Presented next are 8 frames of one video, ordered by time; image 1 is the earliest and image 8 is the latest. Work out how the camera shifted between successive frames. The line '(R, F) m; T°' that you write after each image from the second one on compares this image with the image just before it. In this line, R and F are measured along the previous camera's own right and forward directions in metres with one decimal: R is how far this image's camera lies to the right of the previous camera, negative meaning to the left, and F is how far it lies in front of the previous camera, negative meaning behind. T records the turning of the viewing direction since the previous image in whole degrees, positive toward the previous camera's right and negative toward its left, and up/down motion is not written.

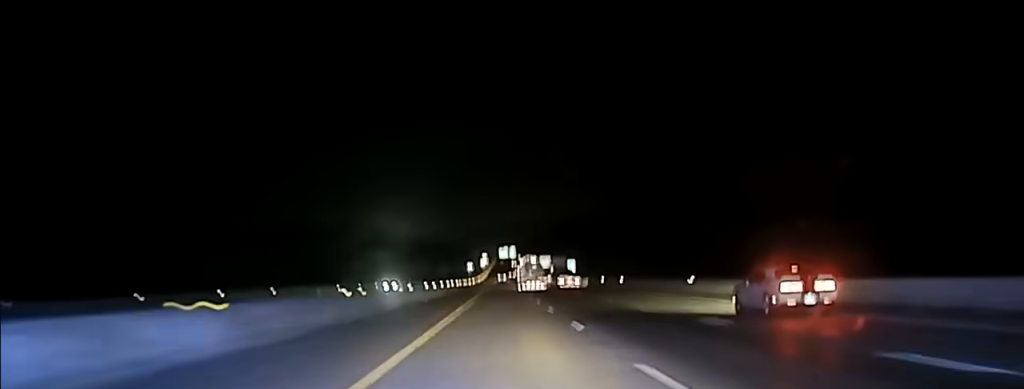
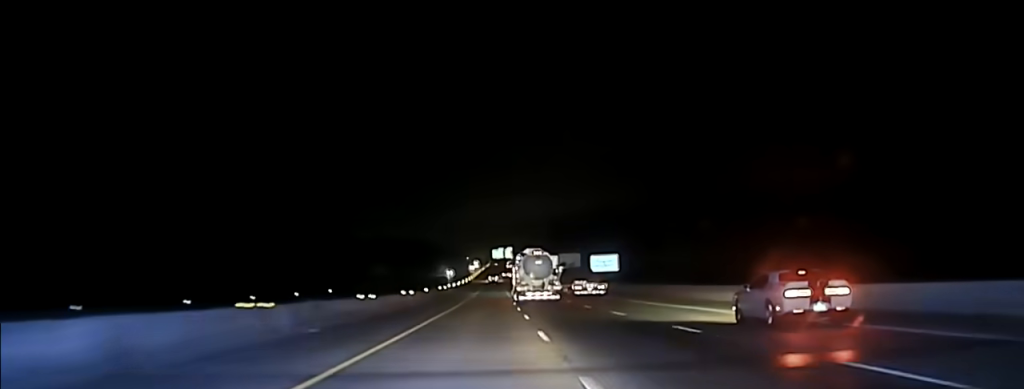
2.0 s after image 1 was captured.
(+0.3, +98.4) m; 0°
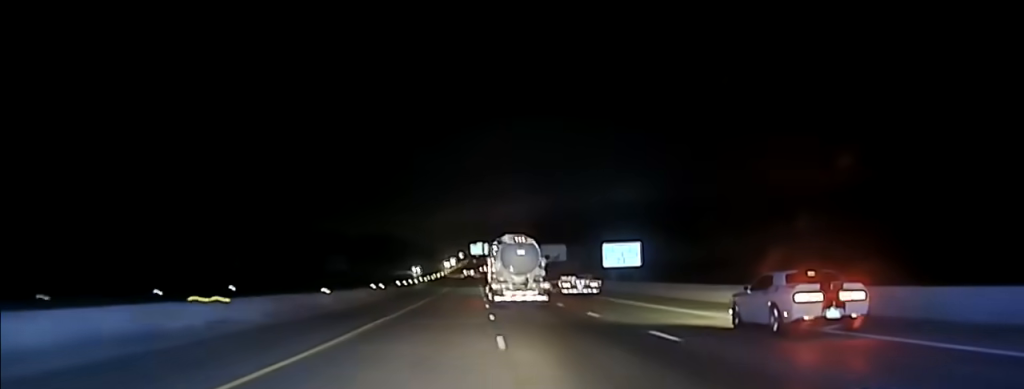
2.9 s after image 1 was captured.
(0.0, +39.3) m; +1°
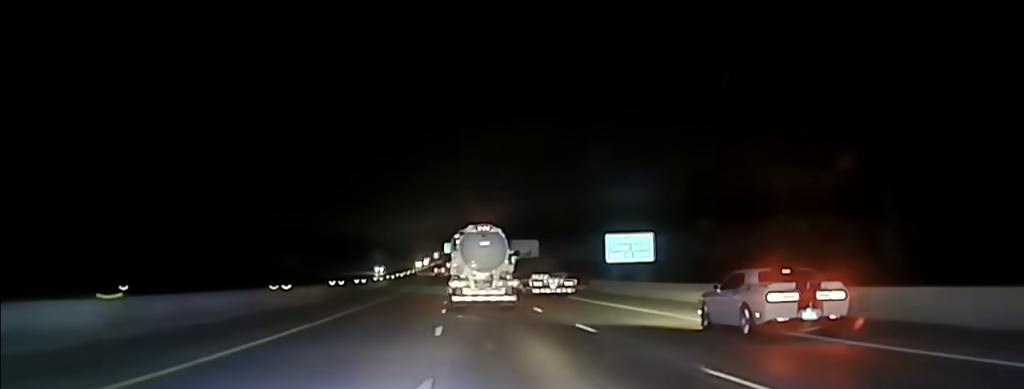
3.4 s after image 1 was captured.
(+0.6, +20.5) m; +1°
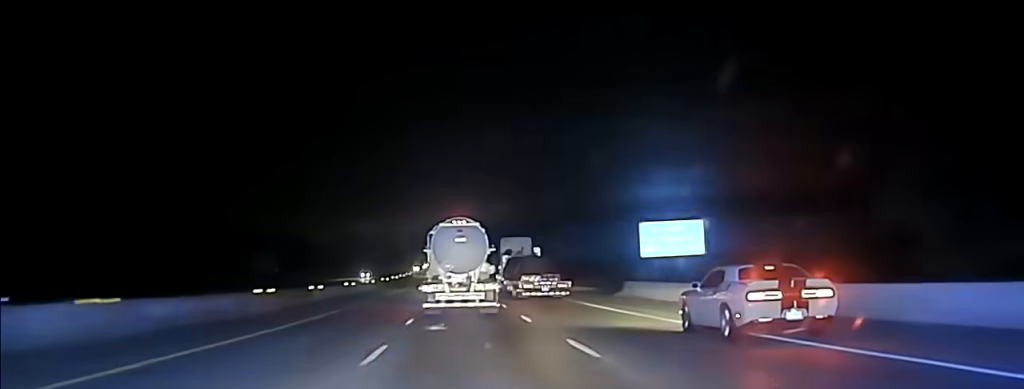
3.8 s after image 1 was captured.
(+0.2, +19.0) m; +1°
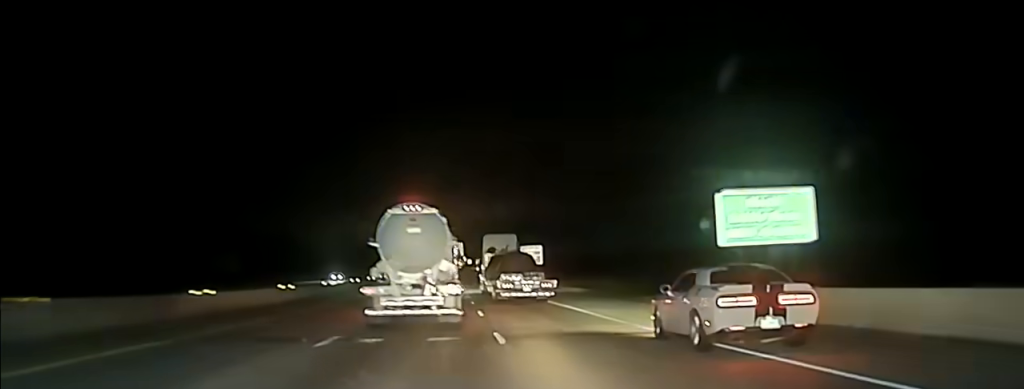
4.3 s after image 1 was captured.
(-0.1, +21.5) m; 0°
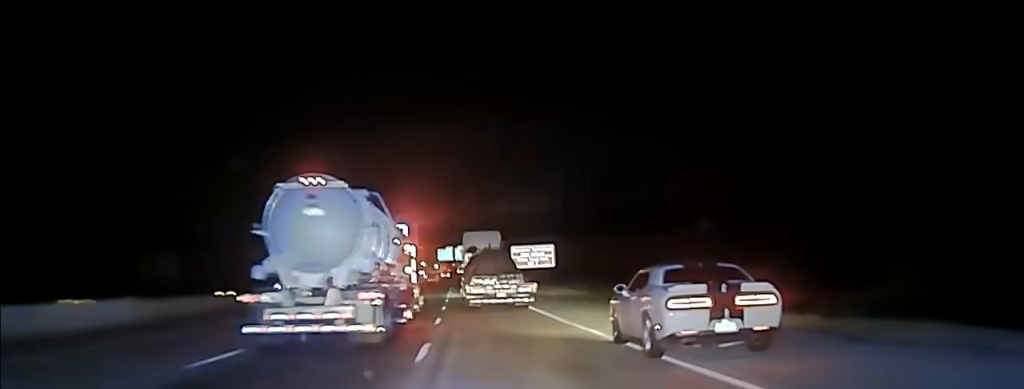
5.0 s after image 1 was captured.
(-0.1, +26.8) m; 0°
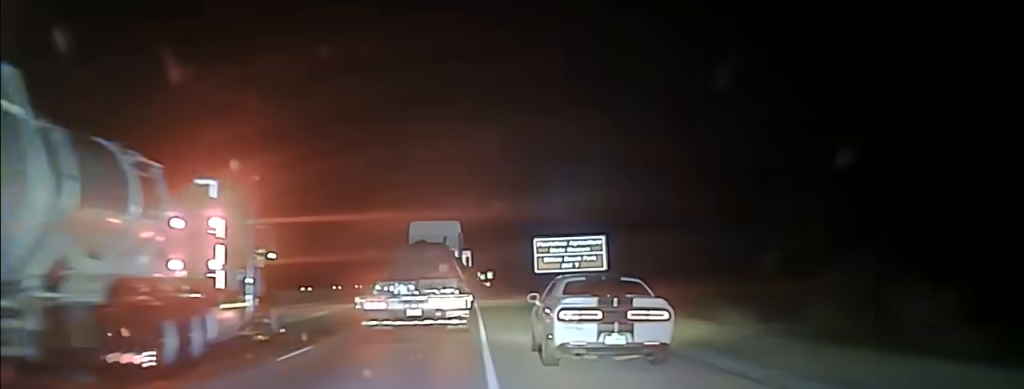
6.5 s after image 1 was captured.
(-0.2, +60.2) m; -1°
